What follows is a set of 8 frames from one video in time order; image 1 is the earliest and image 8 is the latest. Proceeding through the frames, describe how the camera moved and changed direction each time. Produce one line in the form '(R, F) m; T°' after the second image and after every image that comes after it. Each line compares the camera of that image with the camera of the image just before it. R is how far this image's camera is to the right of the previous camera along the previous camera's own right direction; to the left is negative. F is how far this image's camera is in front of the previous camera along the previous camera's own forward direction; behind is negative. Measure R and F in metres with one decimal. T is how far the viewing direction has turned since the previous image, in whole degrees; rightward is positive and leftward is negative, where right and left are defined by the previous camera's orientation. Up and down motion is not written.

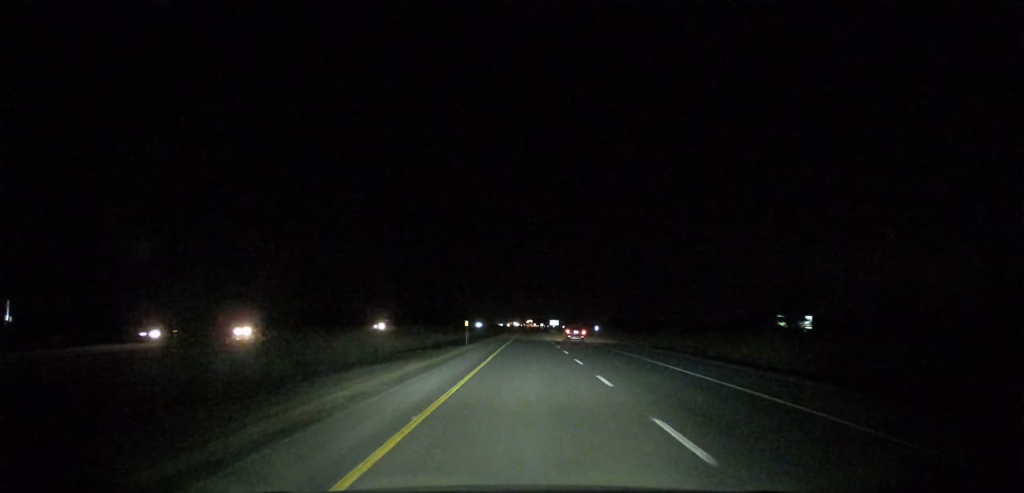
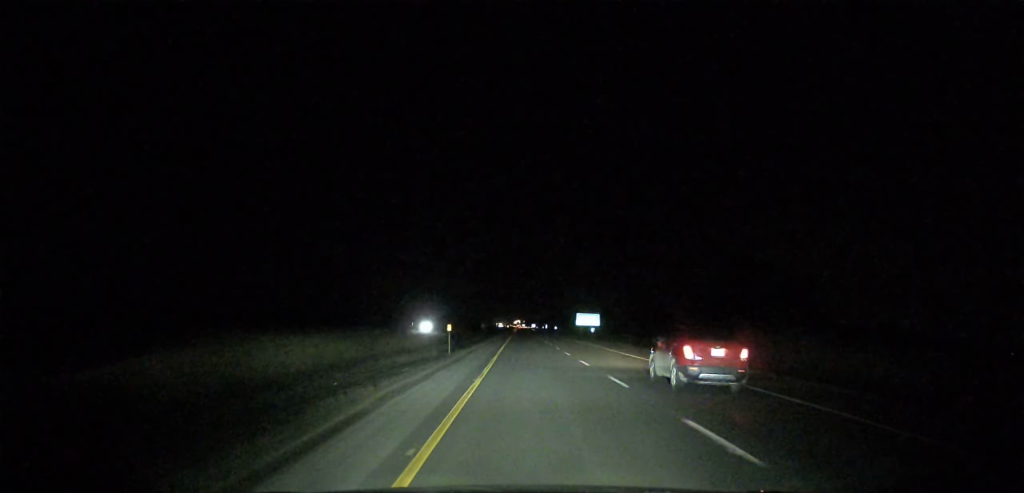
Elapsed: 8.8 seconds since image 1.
(+1.1, +297.7) m; 0°
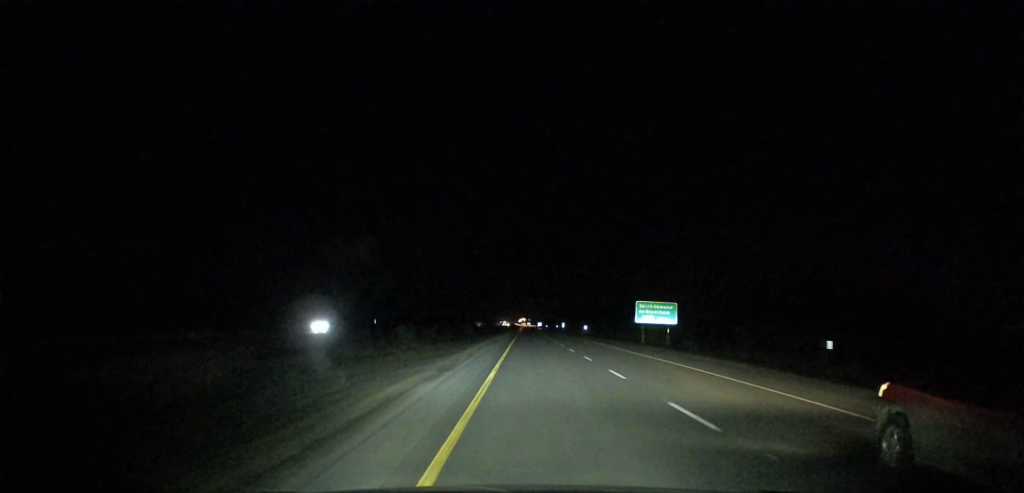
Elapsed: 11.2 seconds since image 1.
(+0.1, +78.5) m; 0°
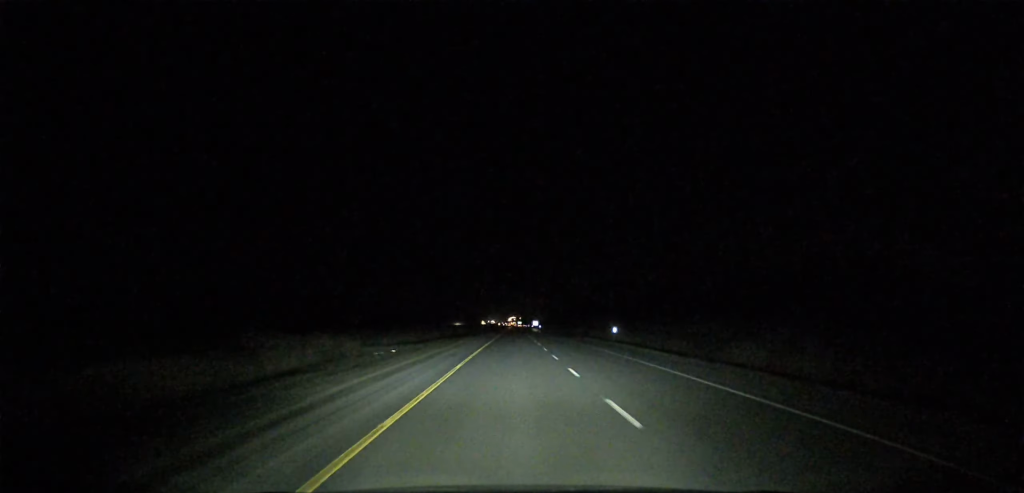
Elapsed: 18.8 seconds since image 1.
(+1.4, +262.9) m; +1°
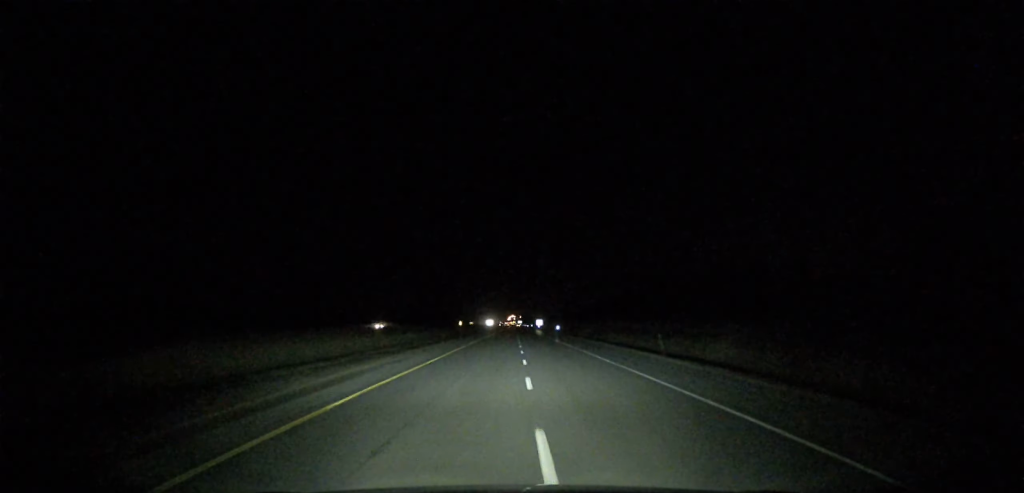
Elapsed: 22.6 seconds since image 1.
(+0.2, +130.2) m; 0°
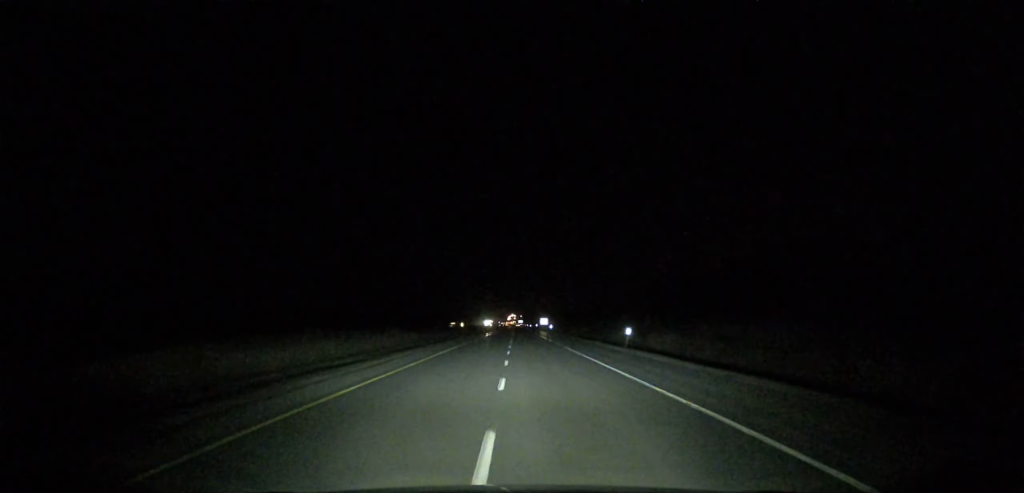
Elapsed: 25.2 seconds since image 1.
(+0.1, +89.5) m; 0°
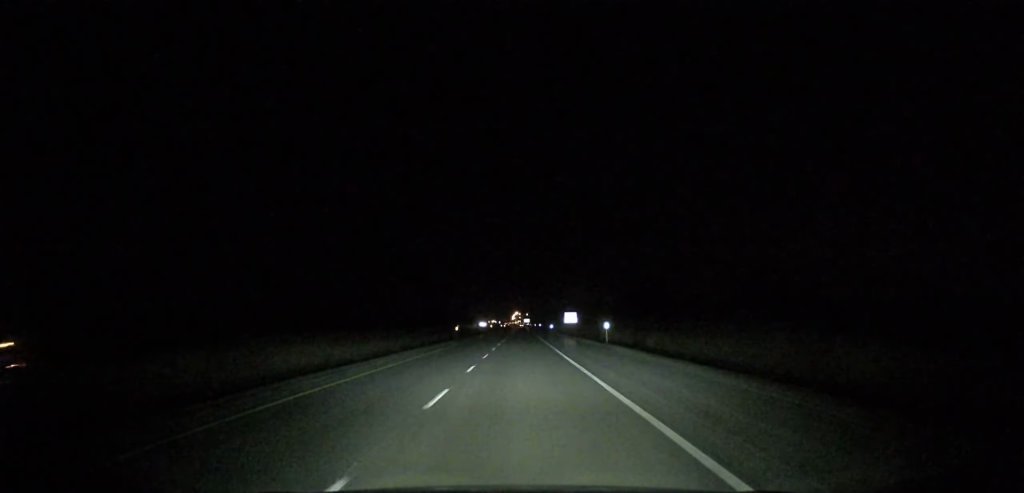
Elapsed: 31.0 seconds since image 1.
(-0.8, +200.4) m; 0°
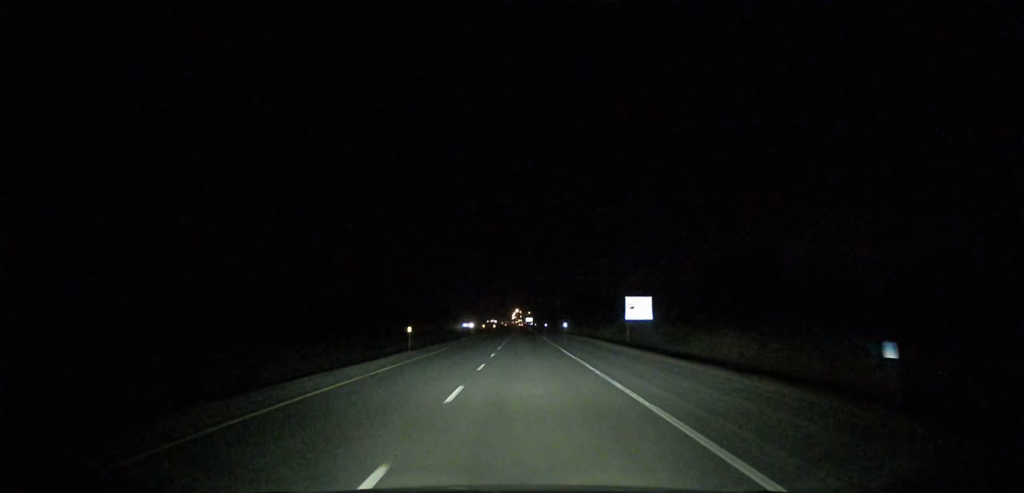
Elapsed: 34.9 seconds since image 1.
(-0.2, +134.2) m; 0°
